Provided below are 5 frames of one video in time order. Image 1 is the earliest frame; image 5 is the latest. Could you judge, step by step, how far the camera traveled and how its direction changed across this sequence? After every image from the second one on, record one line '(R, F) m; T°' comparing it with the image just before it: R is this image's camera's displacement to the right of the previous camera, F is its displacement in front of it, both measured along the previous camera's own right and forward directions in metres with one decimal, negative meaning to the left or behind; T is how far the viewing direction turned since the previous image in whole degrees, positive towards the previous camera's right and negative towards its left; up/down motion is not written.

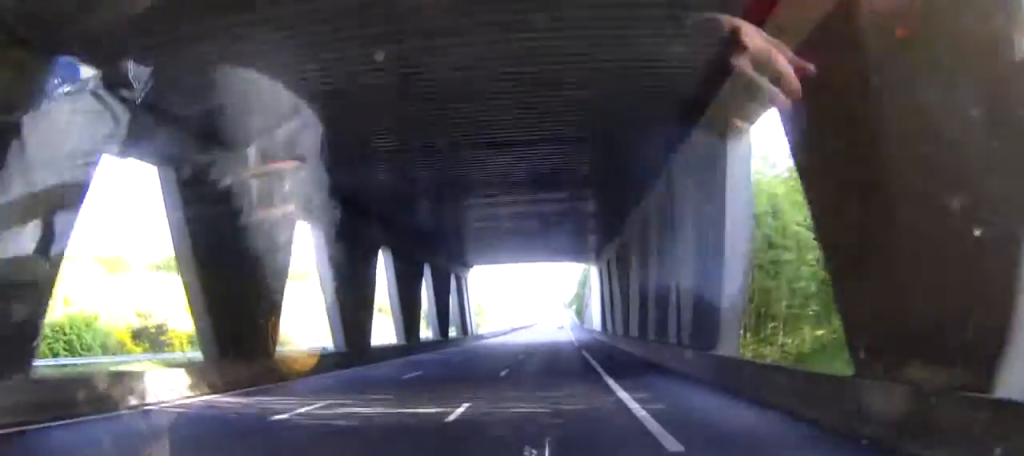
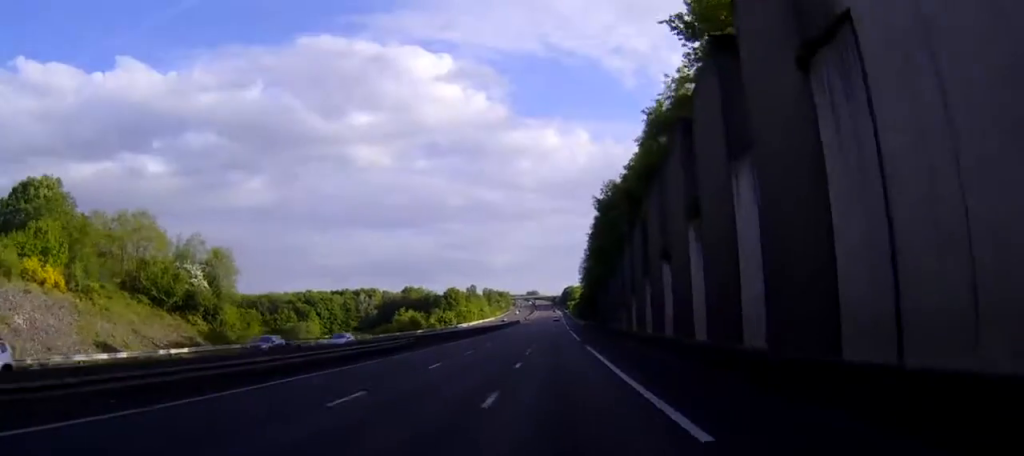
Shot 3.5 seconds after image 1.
(-0.5, +107.3) m; +1°
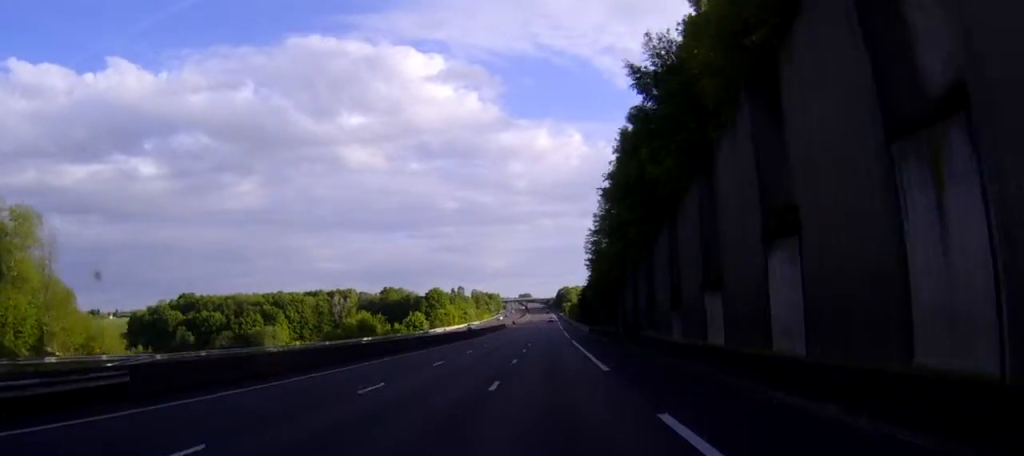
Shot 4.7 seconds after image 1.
(+0.6, +35.6) m; +1°
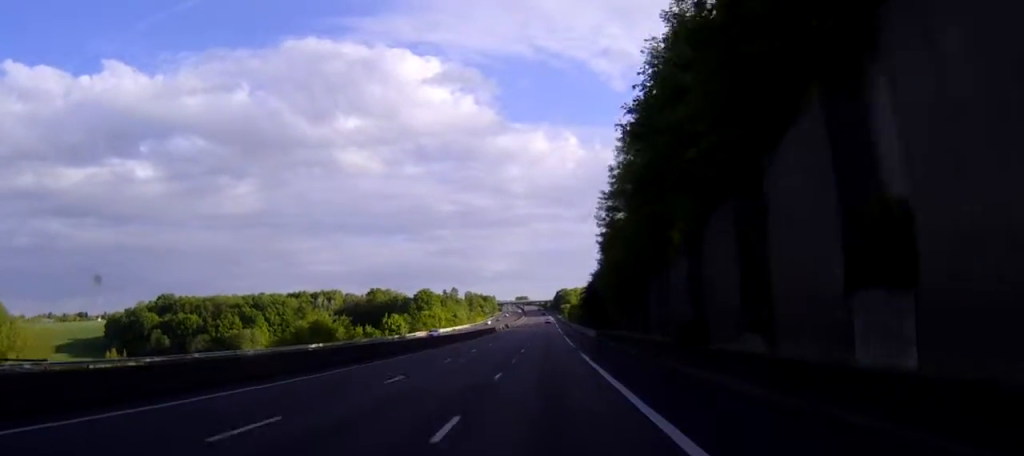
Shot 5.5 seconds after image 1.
(0.0, +21.7) m; 0°
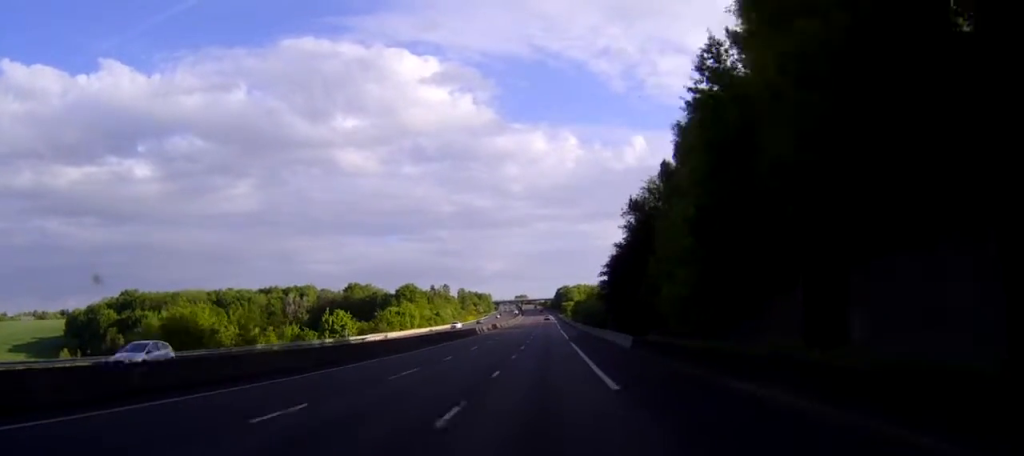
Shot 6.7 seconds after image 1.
(-0.1, +37.4) m; 0°
